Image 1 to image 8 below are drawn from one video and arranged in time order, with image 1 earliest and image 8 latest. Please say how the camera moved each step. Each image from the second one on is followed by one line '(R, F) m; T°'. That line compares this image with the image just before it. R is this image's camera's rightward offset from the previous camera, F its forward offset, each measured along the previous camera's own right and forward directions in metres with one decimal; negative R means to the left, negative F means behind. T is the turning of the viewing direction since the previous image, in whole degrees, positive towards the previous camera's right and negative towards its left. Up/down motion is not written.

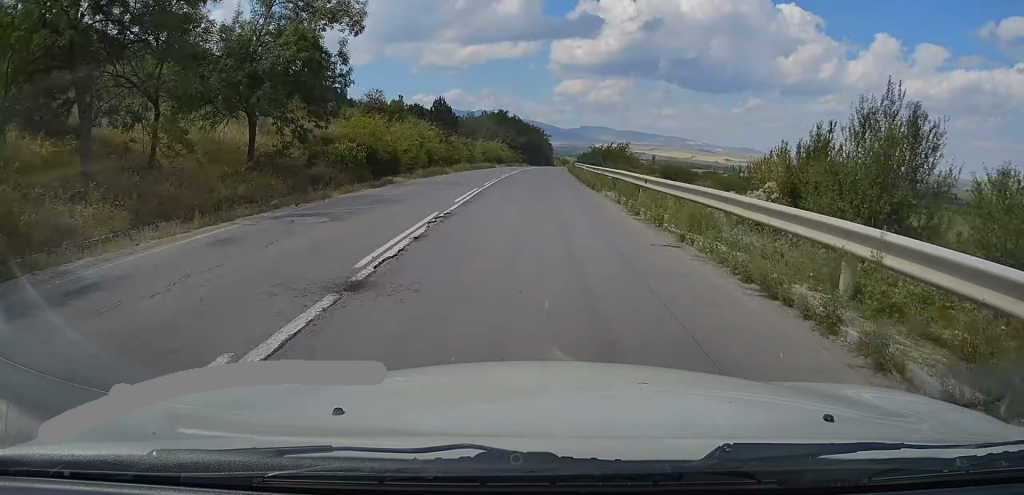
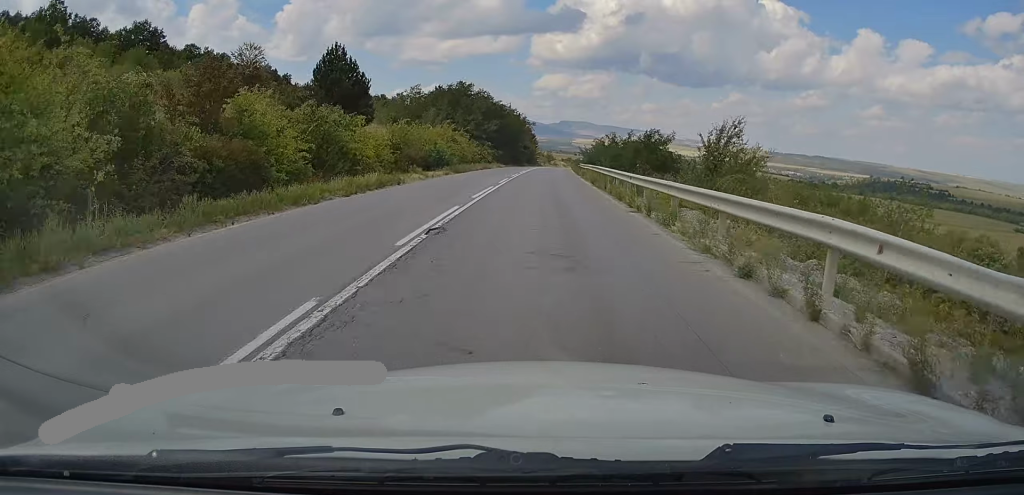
(+0.9, +43.2) m; +2°
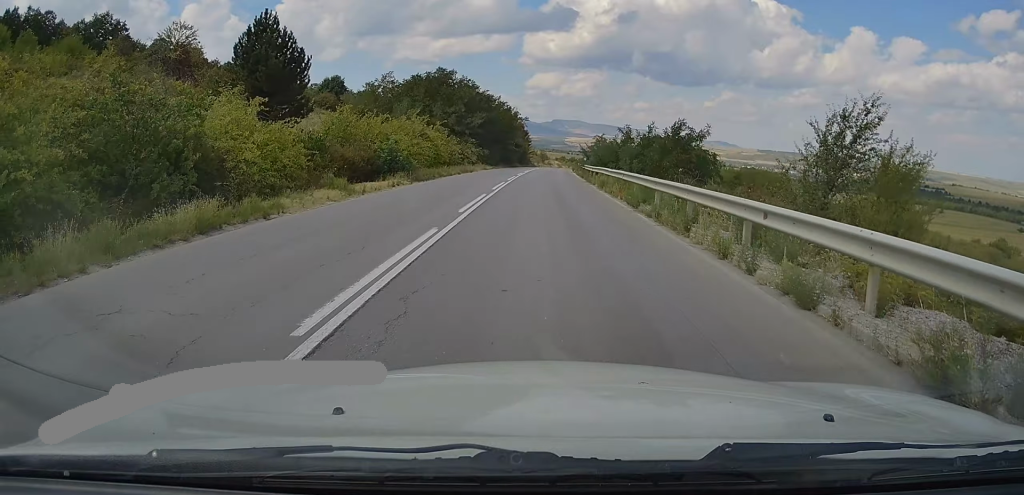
(0.0, +12.8) m; 0°
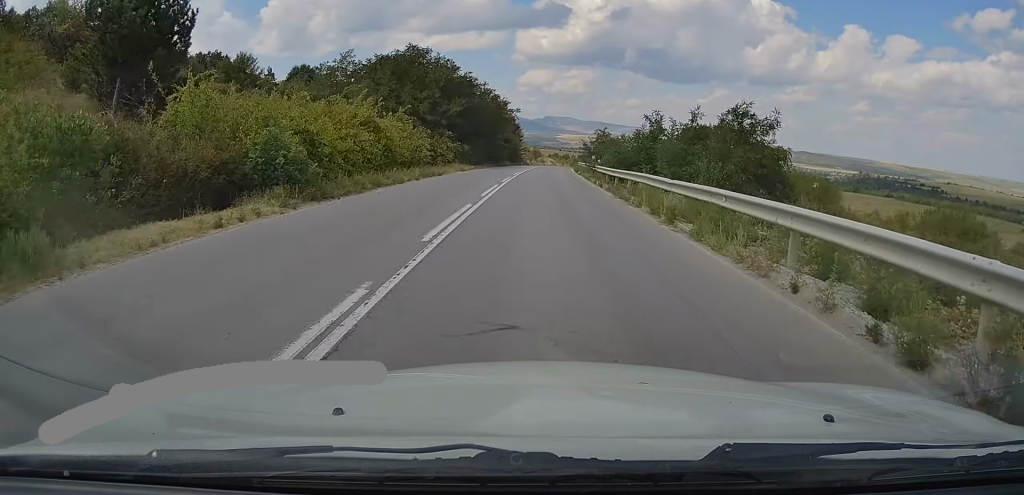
(-0.3, +13.6) m; 0°
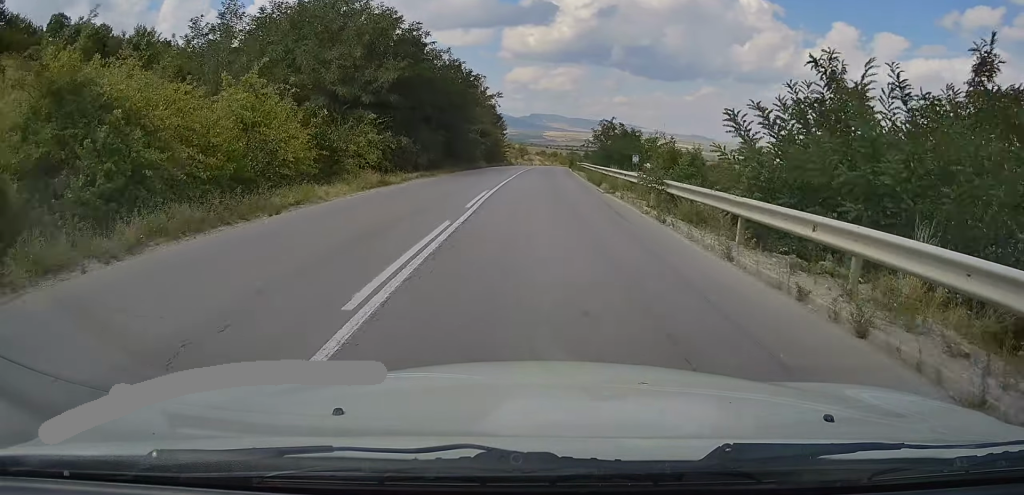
(+0.3, +21.7) m; +1°
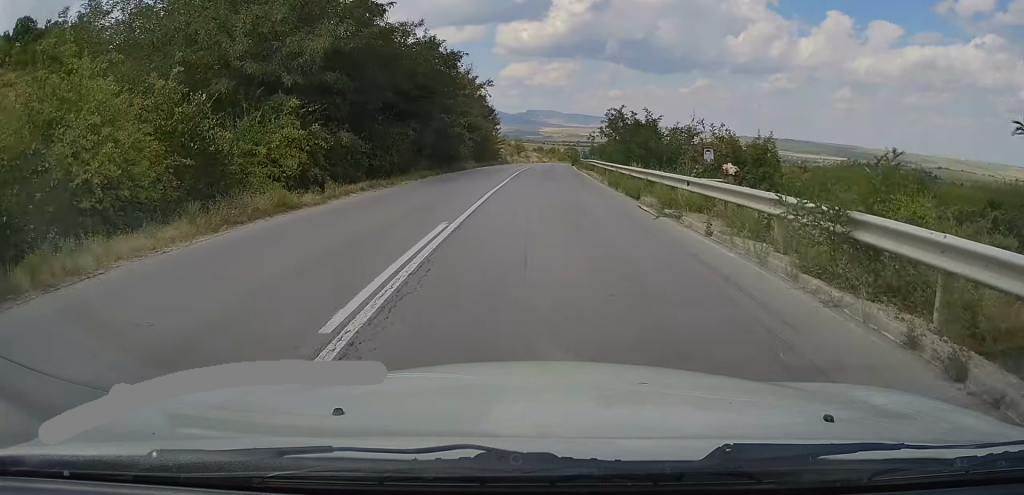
(0.0, +9.7) m; +1°
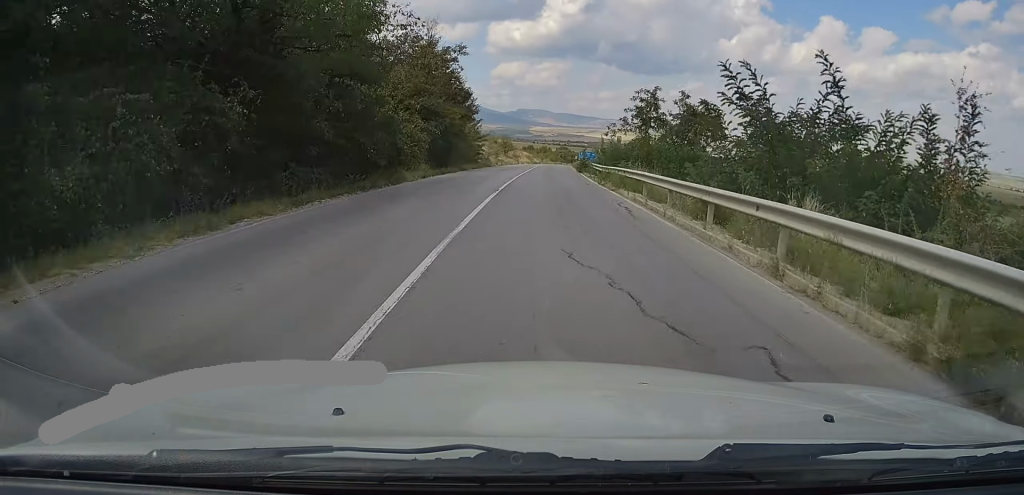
(+0.1, +20.0) m; +1°
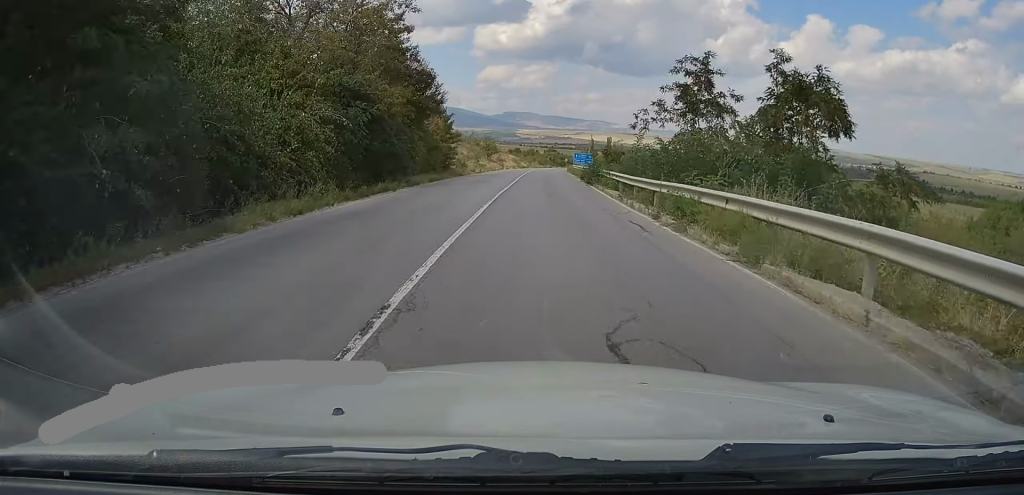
(+0.3, +14.8) m; +1°
